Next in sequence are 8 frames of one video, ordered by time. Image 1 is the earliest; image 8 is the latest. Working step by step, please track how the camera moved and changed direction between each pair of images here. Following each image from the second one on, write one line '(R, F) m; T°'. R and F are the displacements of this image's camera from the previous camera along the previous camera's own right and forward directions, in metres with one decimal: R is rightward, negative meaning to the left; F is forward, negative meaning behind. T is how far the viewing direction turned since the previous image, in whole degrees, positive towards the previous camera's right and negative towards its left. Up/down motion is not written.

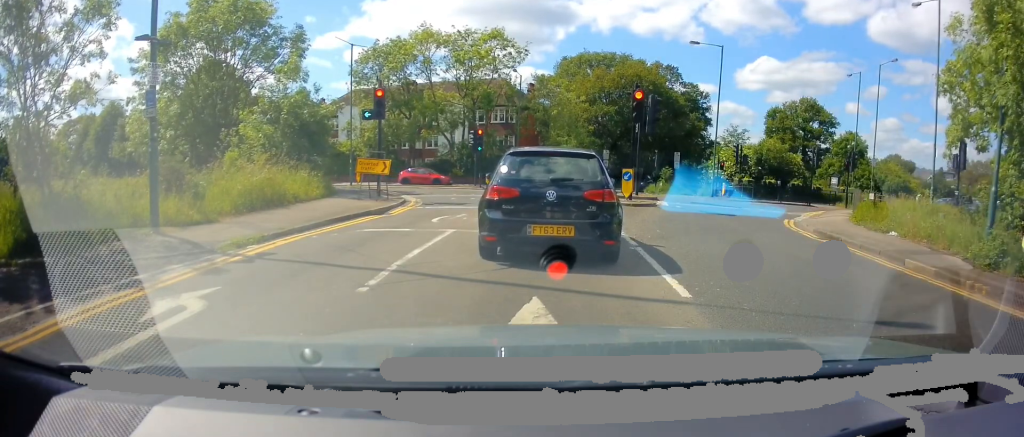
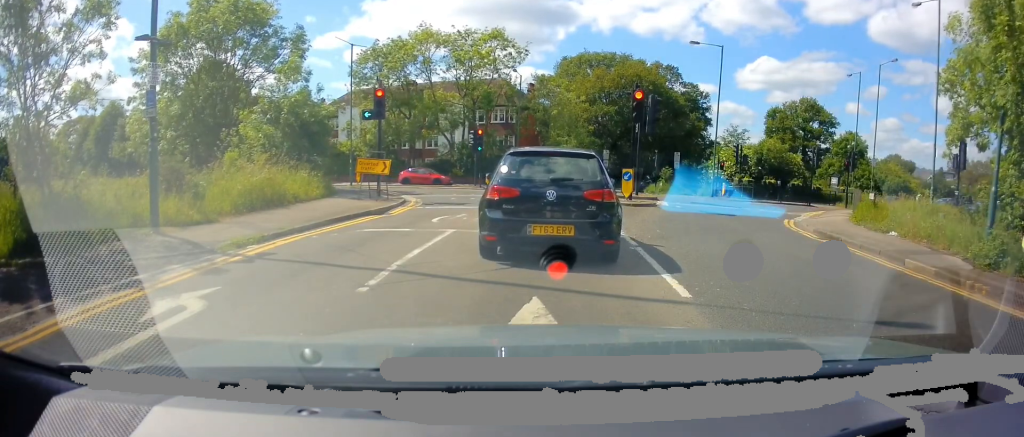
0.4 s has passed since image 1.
(0.0, 0.0) m; 0°
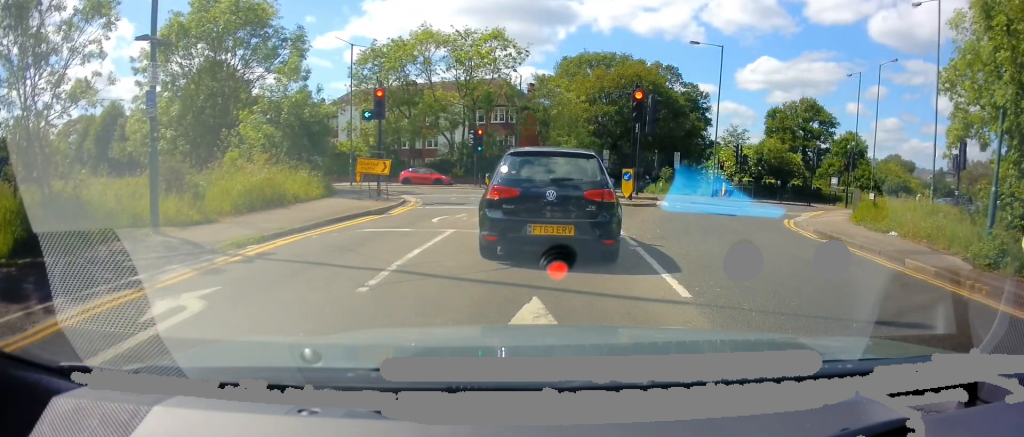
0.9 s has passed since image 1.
(0.0, 0.0) m; 0°
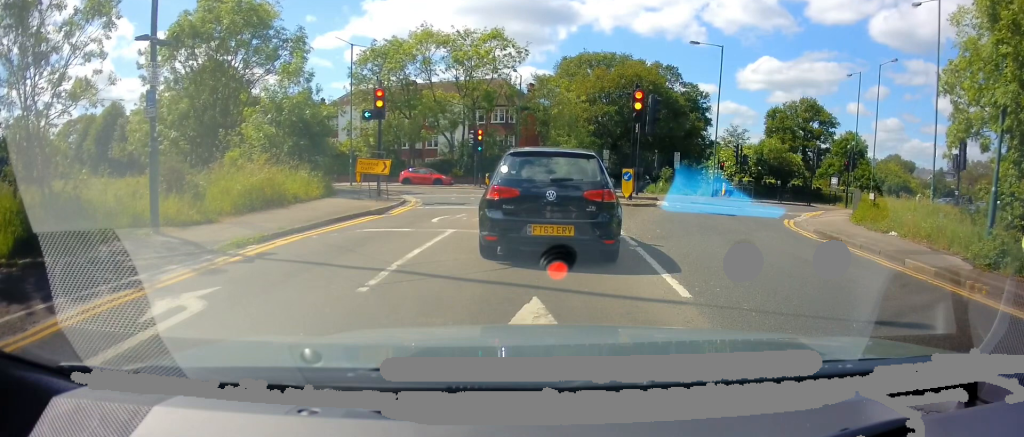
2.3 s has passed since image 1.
(0.0, 0.0) m; 0°
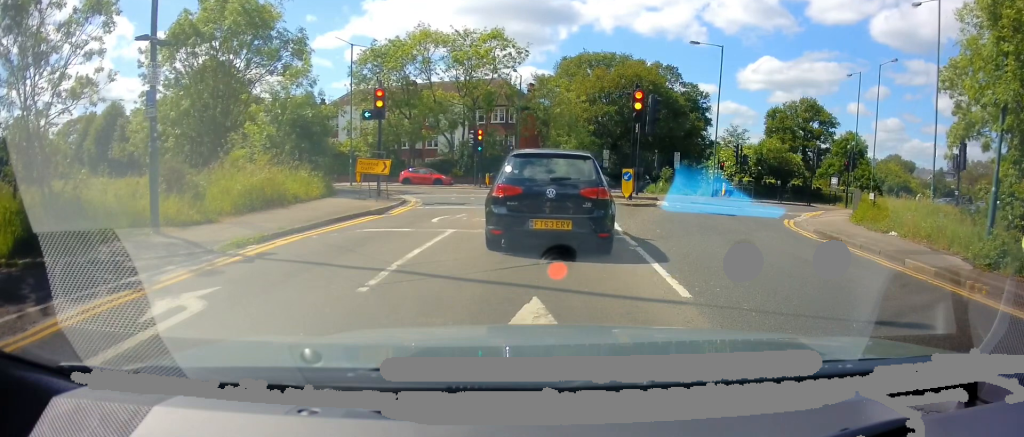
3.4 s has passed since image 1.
(0.0, 0.0) m; 0°
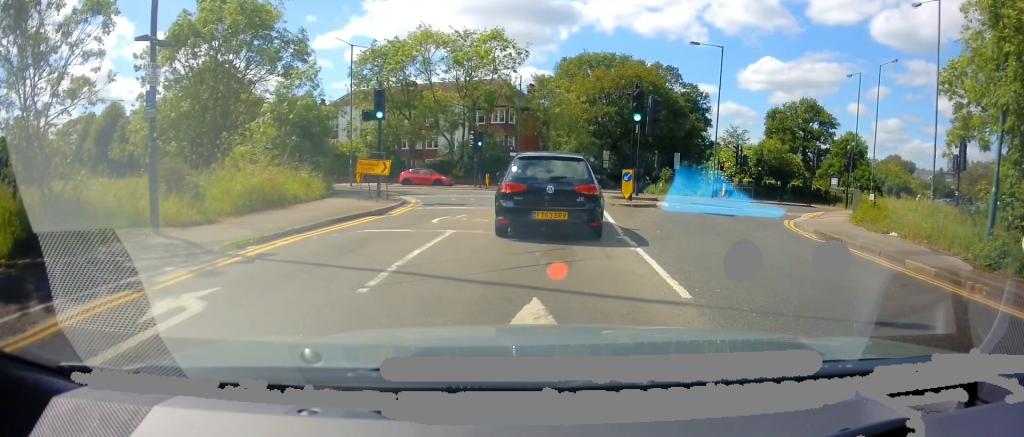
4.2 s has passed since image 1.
(0.0, +0.1) m; 0°
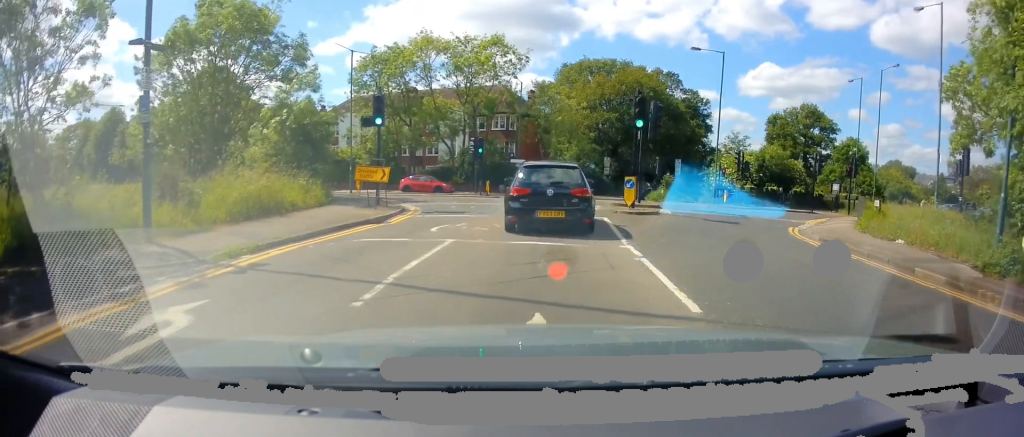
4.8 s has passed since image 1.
(0.0, +0.2) m; 0°
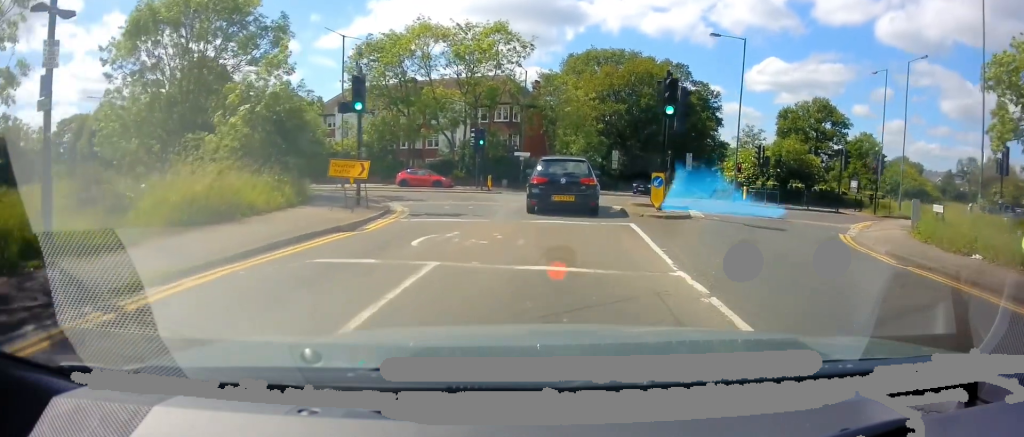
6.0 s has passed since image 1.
(+0.6, +1.8) m; +9°
